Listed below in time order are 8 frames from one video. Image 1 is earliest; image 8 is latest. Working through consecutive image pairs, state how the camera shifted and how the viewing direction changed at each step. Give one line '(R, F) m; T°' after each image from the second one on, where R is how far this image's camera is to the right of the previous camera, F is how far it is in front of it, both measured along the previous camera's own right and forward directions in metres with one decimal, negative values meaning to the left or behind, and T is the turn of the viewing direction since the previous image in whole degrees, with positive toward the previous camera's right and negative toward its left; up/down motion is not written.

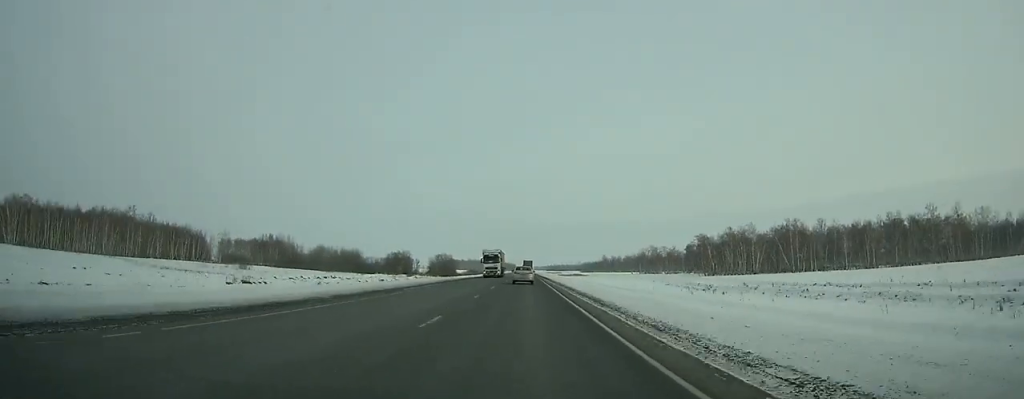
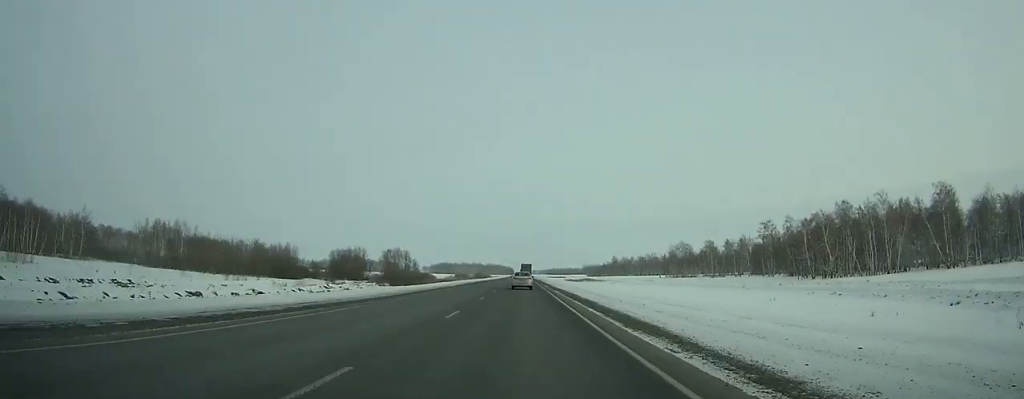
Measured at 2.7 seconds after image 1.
(+0.1, +79.8) m; 0°
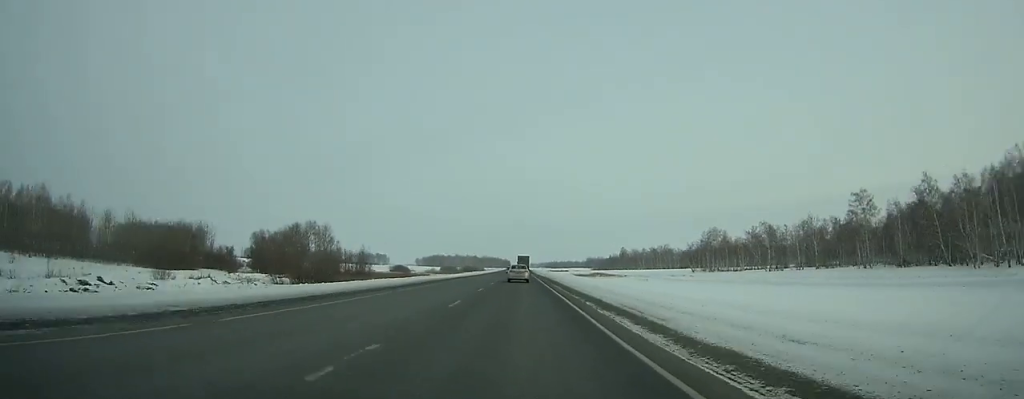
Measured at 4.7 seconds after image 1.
(0.0, +58.9) m; 0°
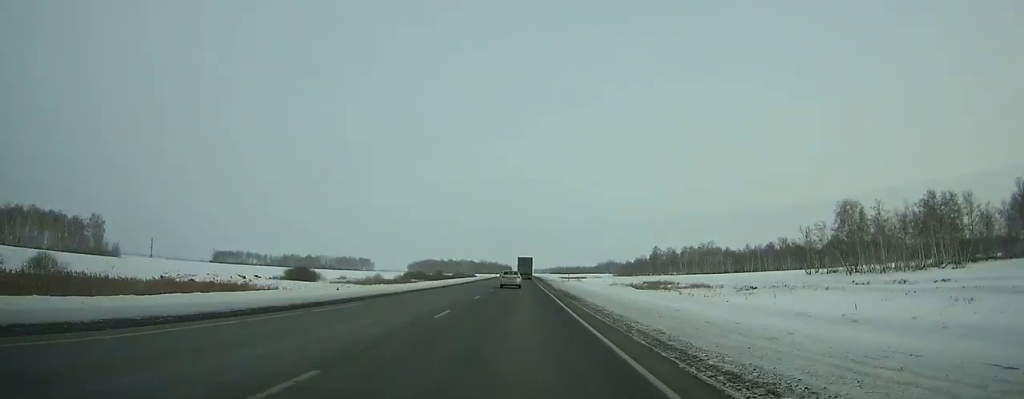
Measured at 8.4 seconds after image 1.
(-0.2, +108.7) m; 0°
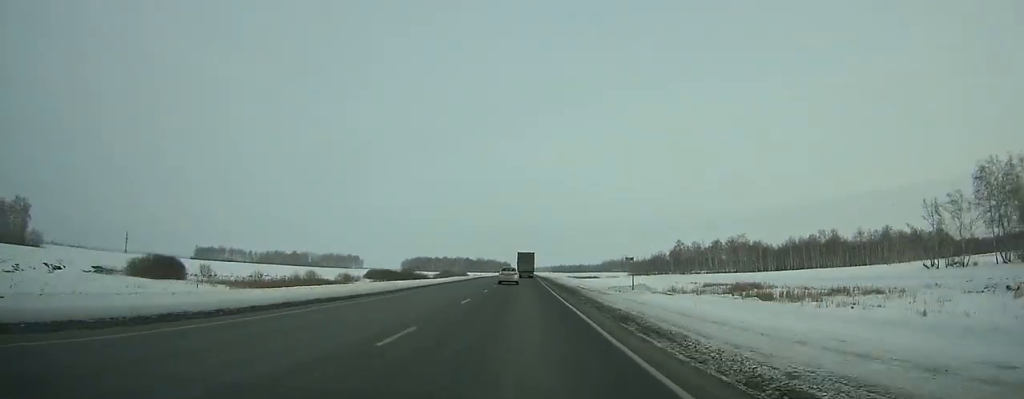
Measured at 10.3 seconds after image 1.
(0.0, +55.8) m; 0°
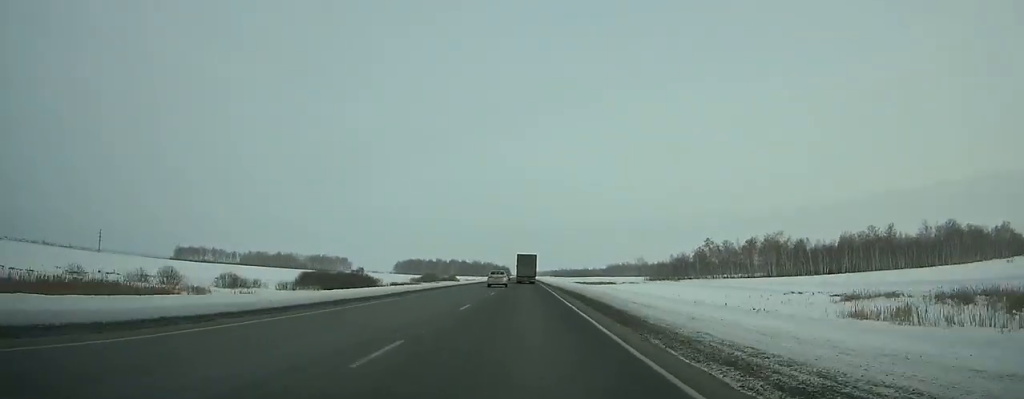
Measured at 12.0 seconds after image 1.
(0.0, +50.3) m; 0°
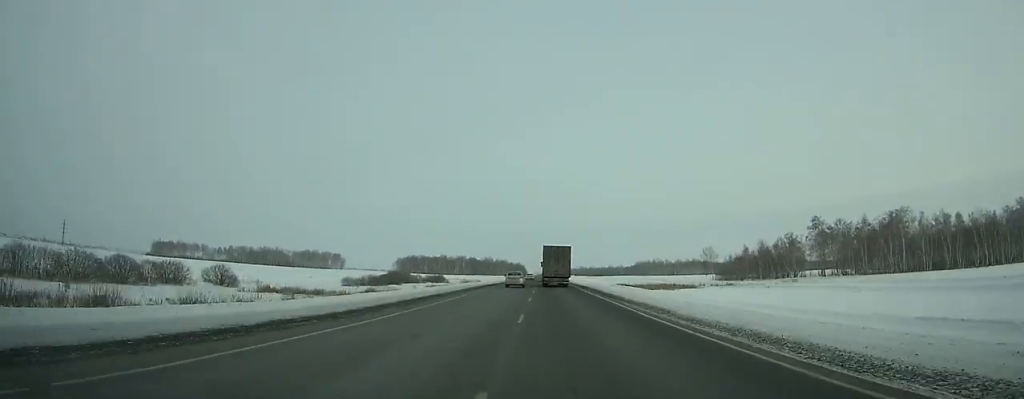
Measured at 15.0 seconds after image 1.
(-0.5, +89.8) m; 0°
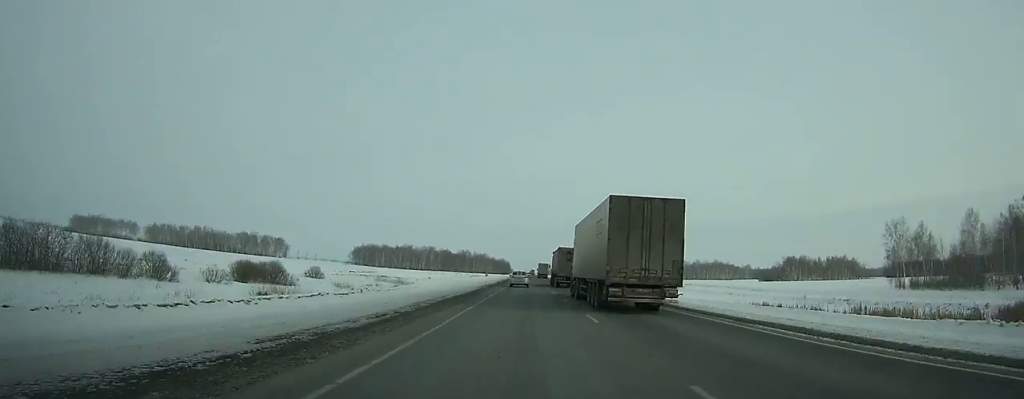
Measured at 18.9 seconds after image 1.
(+0.2, +119.4) m; +1°
